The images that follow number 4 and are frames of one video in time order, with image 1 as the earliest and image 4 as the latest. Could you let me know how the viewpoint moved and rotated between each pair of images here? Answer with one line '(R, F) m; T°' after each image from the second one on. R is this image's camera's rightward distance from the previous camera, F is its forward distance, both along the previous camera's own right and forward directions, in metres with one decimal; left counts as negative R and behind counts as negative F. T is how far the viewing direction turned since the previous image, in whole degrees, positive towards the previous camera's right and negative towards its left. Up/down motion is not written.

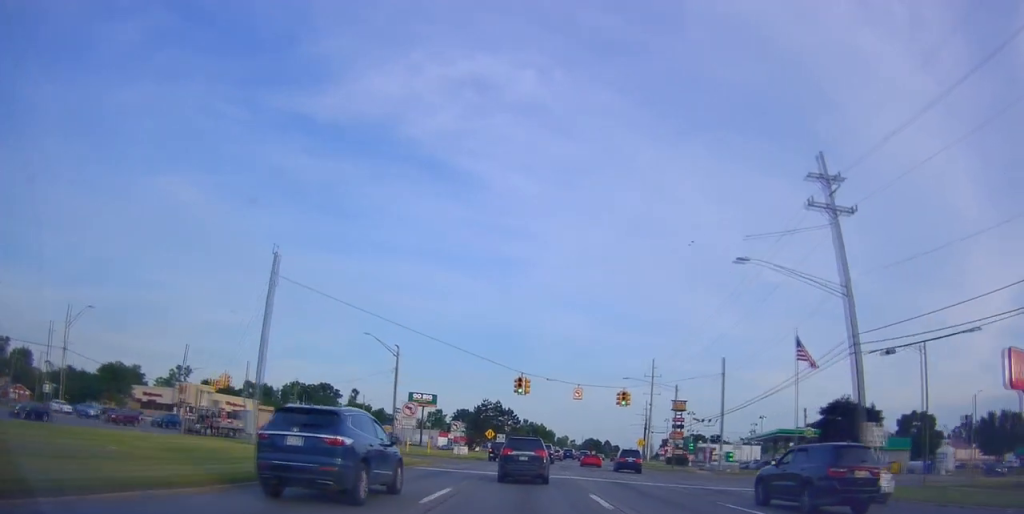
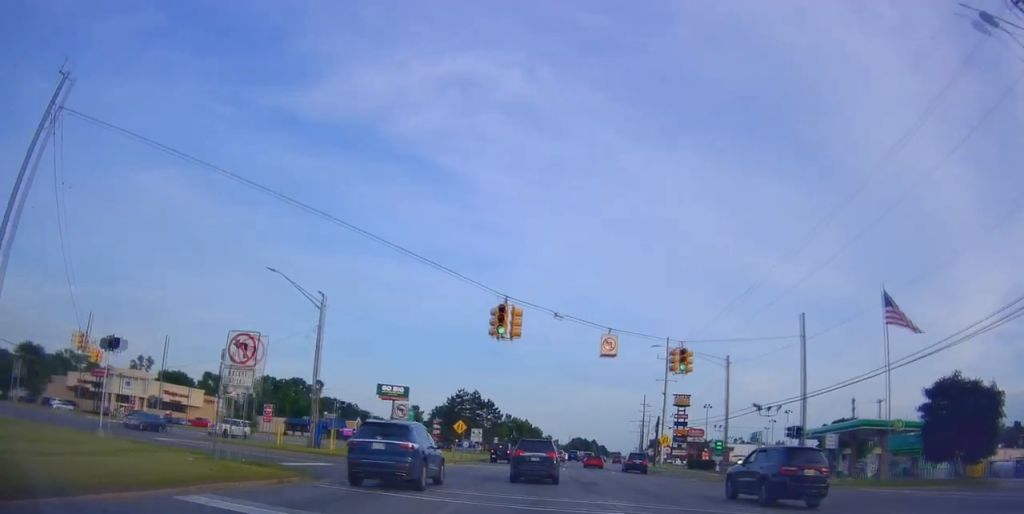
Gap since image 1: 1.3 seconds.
(+0.3, +20.7) m; 0°
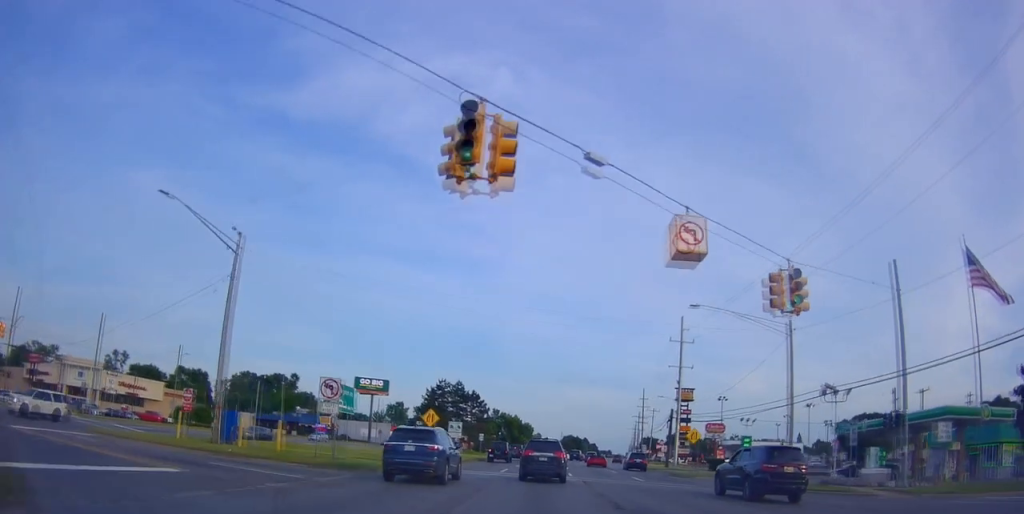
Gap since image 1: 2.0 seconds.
(-0.3, +12.5) m; +1°
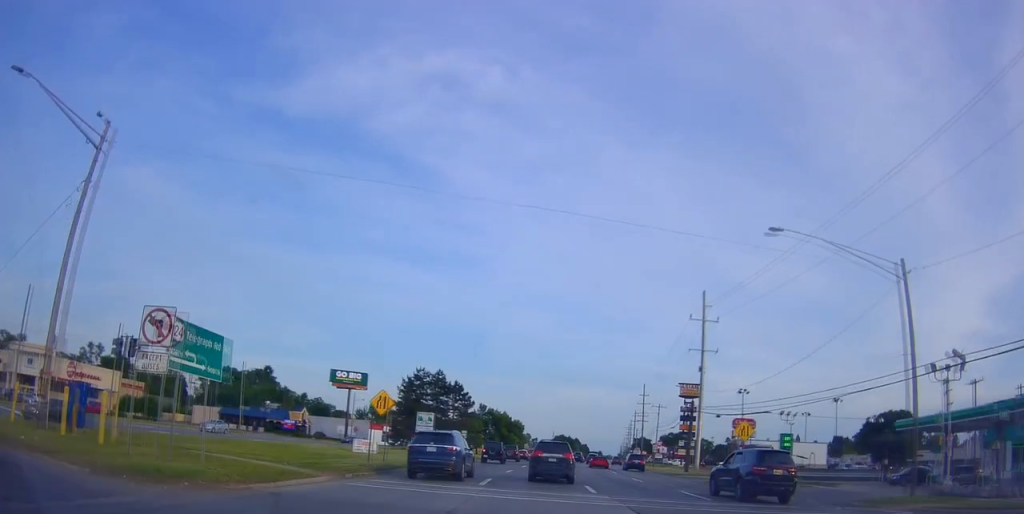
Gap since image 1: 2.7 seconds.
(+0.3, +11.5) m; +2°
